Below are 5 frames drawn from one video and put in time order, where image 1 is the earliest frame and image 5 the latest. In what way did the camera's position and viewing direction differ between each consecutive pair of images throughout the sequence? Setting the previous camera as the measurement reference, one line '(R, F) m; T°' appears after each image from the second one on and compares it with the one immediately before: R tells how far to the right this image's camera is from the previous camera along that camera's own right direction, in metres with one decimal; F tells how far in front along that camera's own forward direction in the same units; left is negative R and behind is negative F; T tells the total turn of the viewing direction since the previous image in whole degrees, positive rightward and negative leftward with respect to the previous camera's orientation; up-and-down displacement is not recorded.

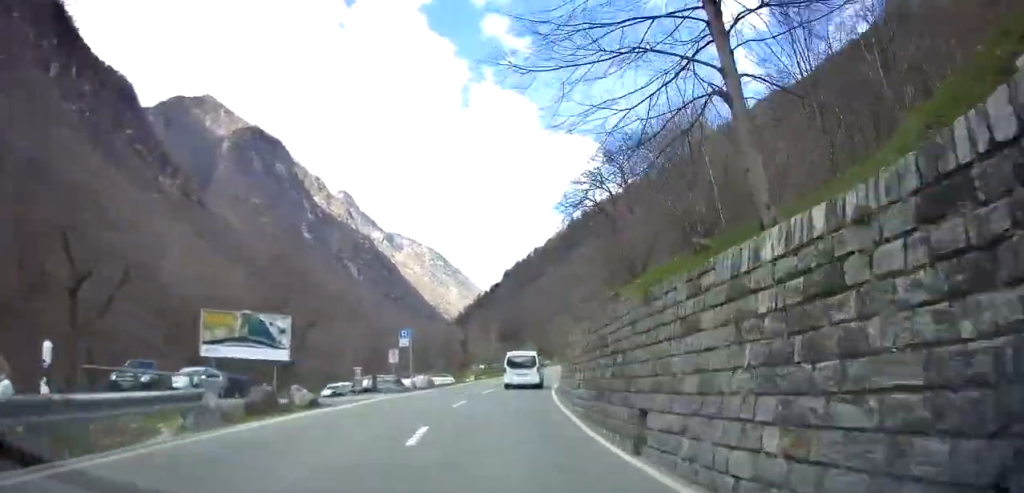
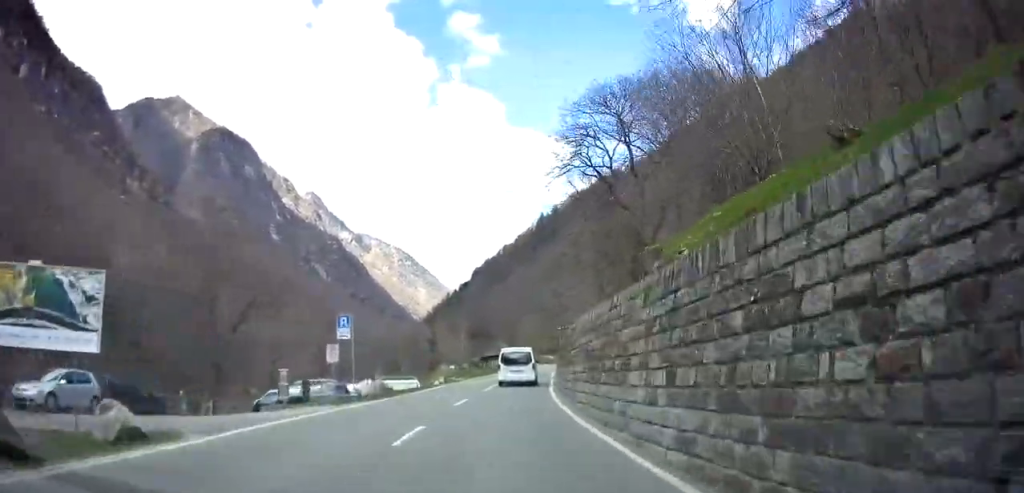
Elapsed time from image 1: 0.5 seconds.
(+0.1, +7.9) m; +2°
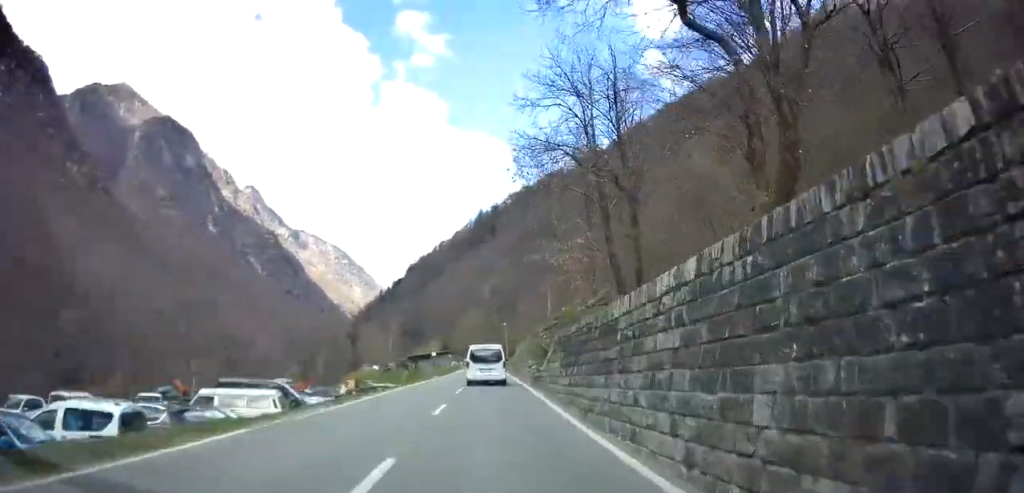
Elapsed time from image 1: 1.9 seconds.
(+1.1, +21.3) m; +5°
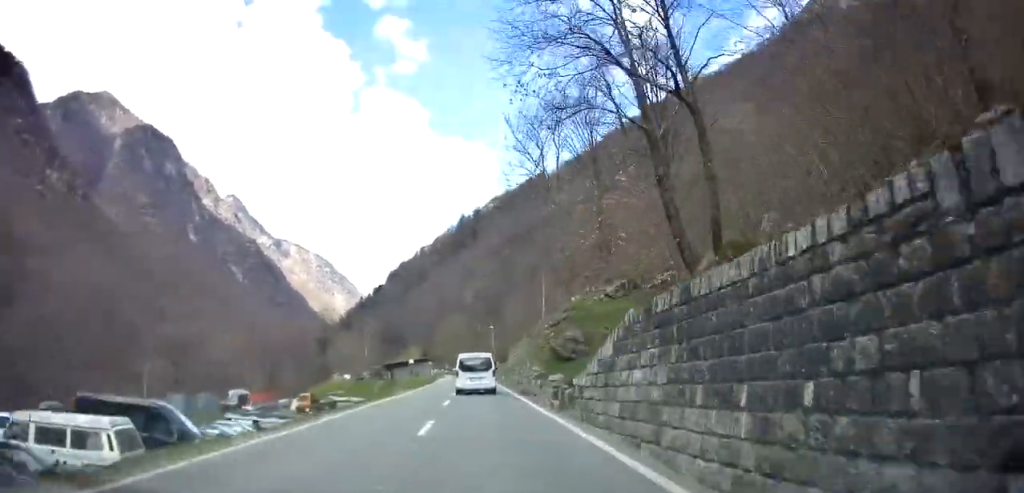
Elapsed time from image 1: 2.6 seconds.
(+0.2, +11.3) m; +1°
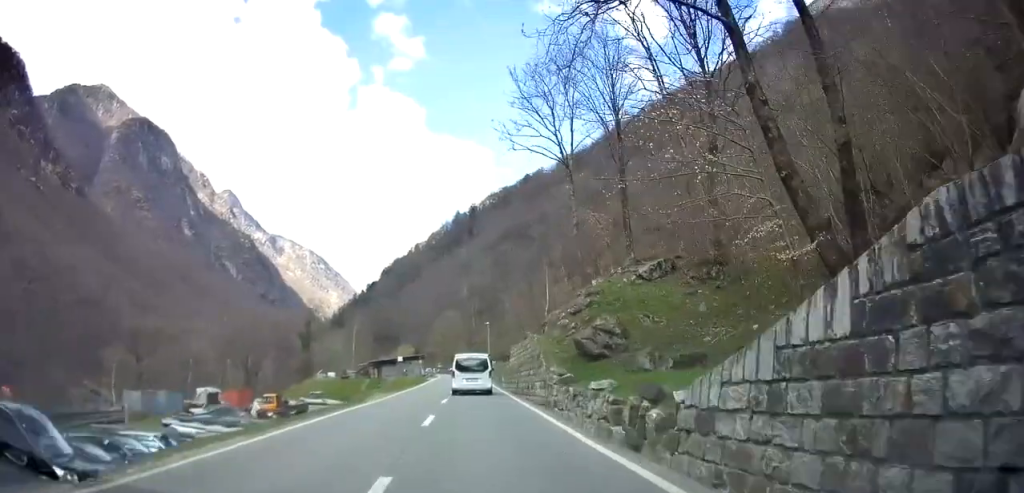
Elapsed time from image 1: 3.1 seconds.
(0.0, +6.9) m; 0°
